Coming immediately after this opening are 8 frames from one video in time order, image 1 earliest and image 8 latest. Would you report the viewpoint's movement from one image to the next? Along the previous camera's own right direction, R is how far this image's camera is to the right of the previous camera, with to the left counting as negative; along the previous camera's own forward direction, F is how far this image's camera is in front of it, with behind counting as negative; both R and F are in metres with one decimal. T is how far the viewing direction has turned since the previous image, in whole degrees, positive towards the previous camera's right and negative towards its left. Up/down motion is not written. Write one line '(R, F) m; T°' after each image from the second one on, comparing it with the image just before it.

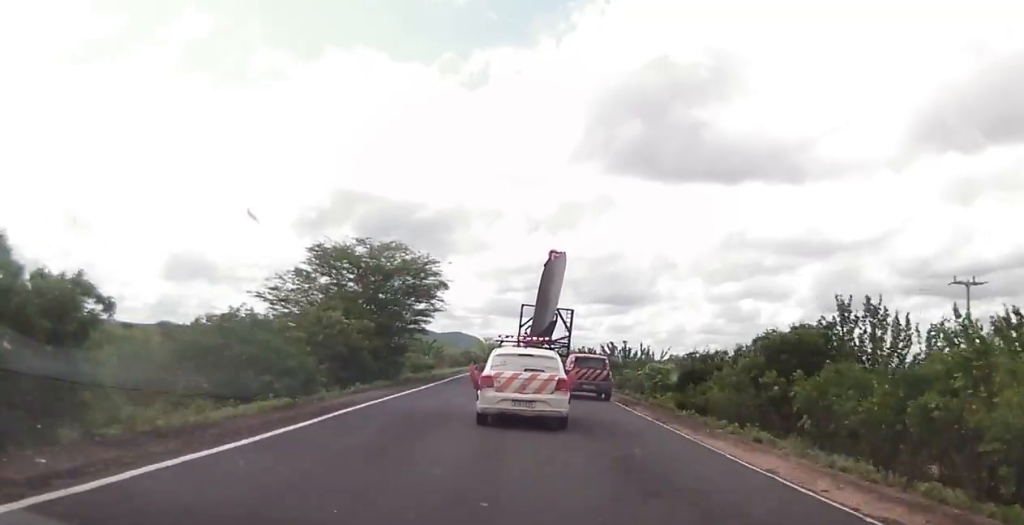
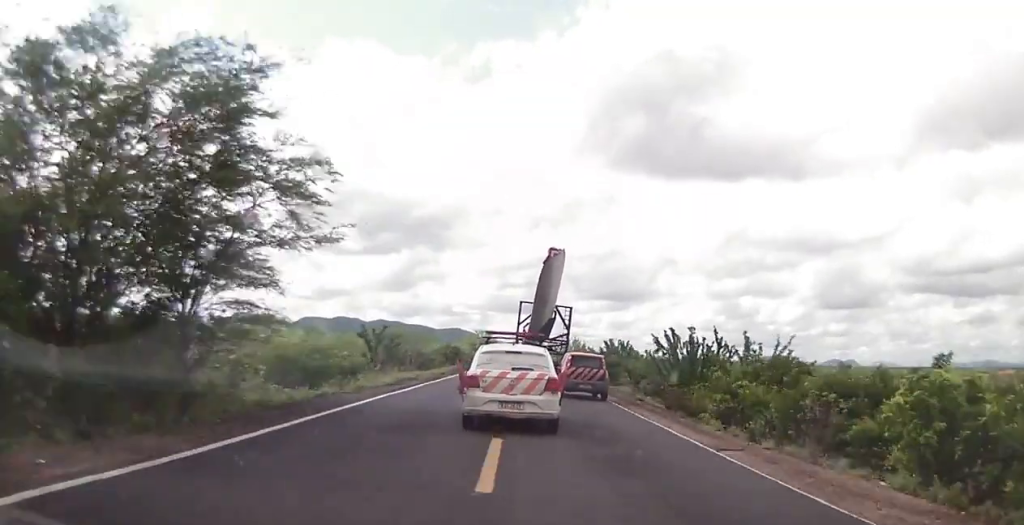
(+0.5, +24.7) m; 0°
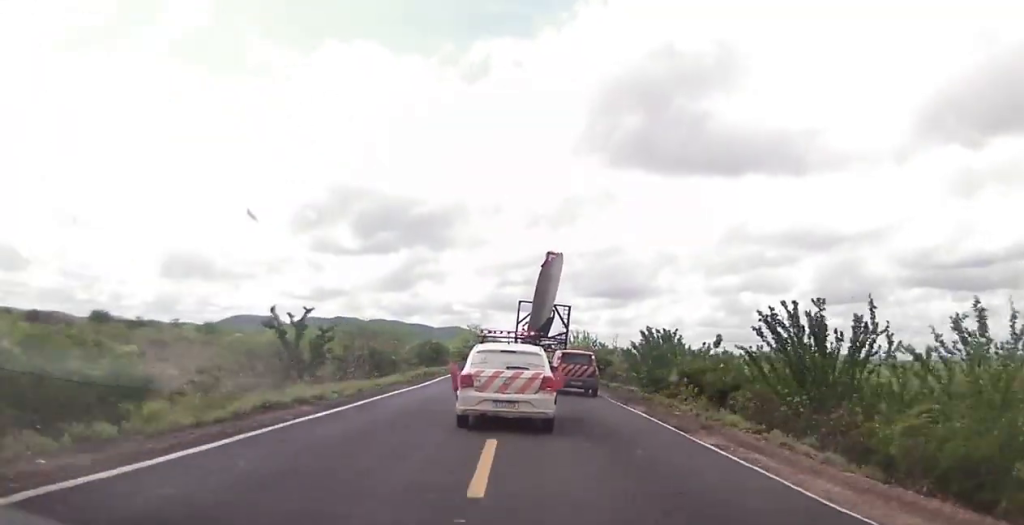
(-0.4, +16.5) m; -2°
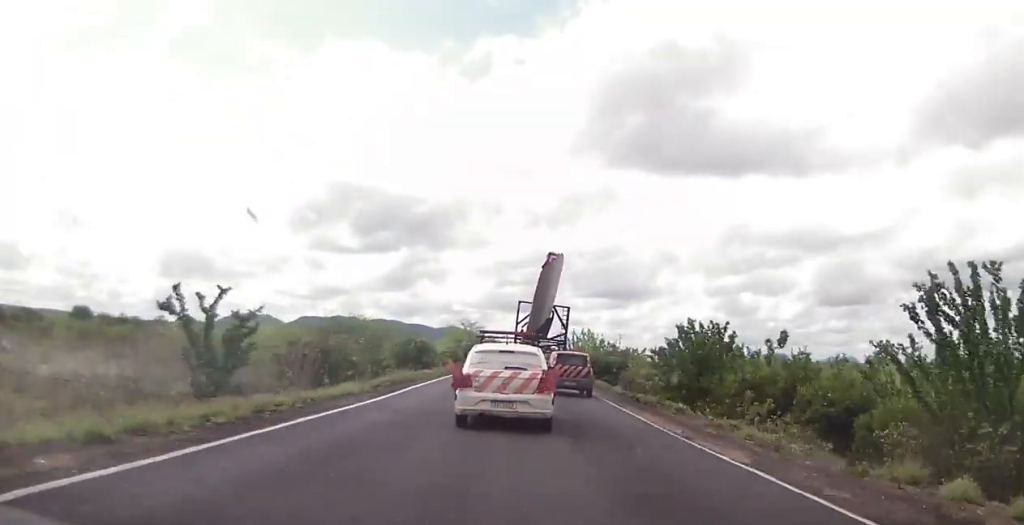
(-0.2, +9.0) m; +1°
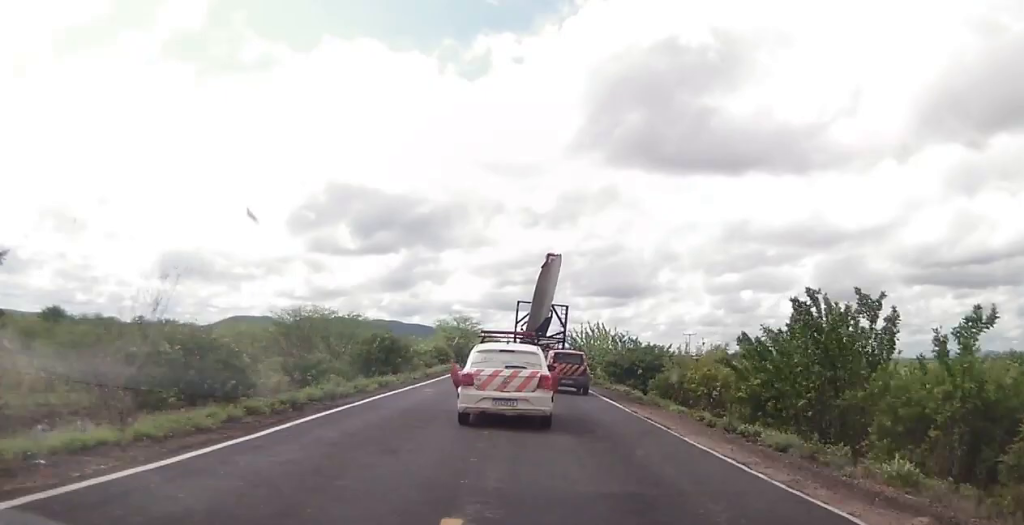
(+0.2, +12.2) m; +2°
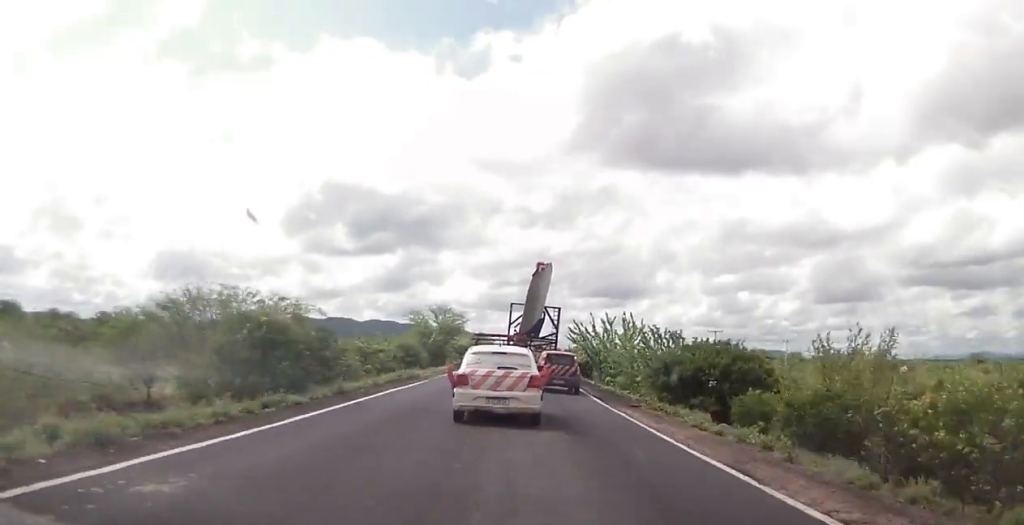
(+0.4, +17.7) m; +1°
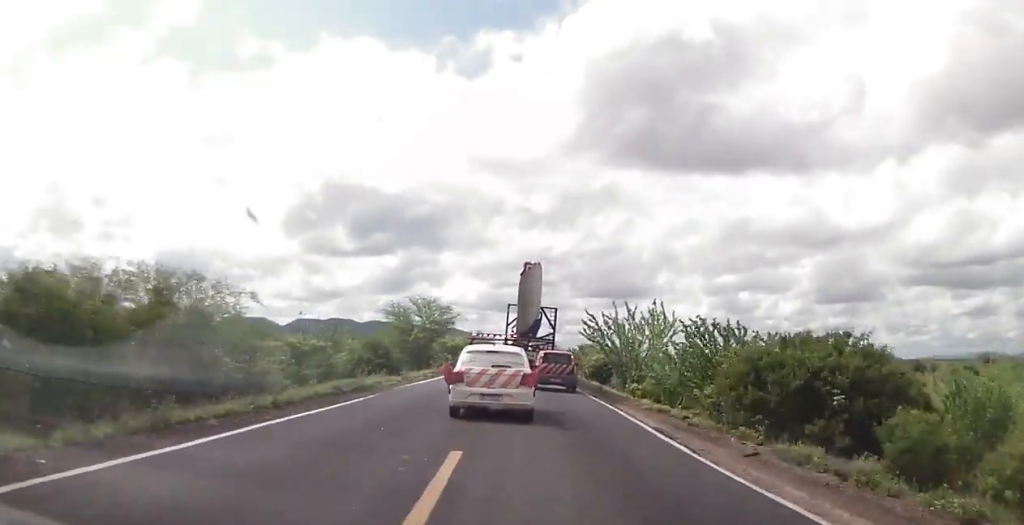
(0.0, +11.1) m; -1°
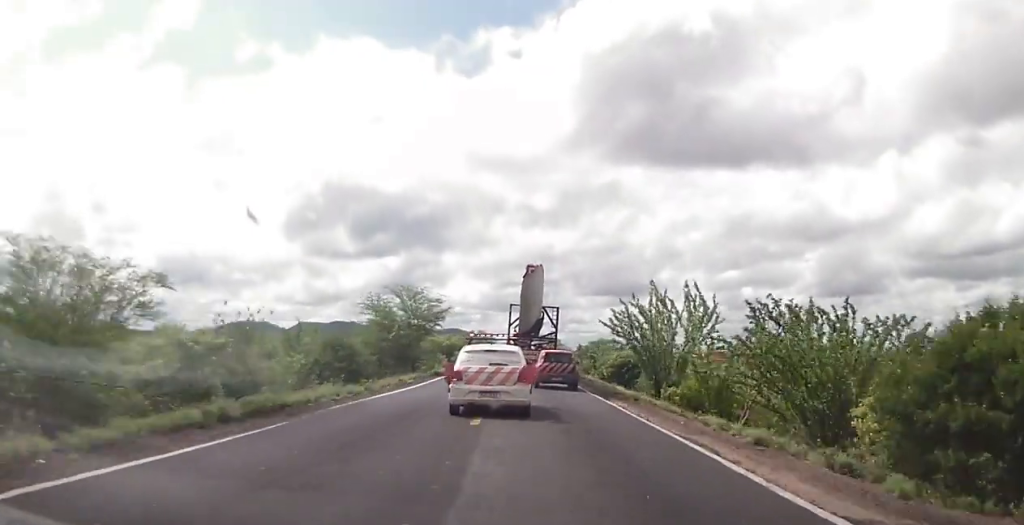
(-0.2, +9.0) m; -1°
